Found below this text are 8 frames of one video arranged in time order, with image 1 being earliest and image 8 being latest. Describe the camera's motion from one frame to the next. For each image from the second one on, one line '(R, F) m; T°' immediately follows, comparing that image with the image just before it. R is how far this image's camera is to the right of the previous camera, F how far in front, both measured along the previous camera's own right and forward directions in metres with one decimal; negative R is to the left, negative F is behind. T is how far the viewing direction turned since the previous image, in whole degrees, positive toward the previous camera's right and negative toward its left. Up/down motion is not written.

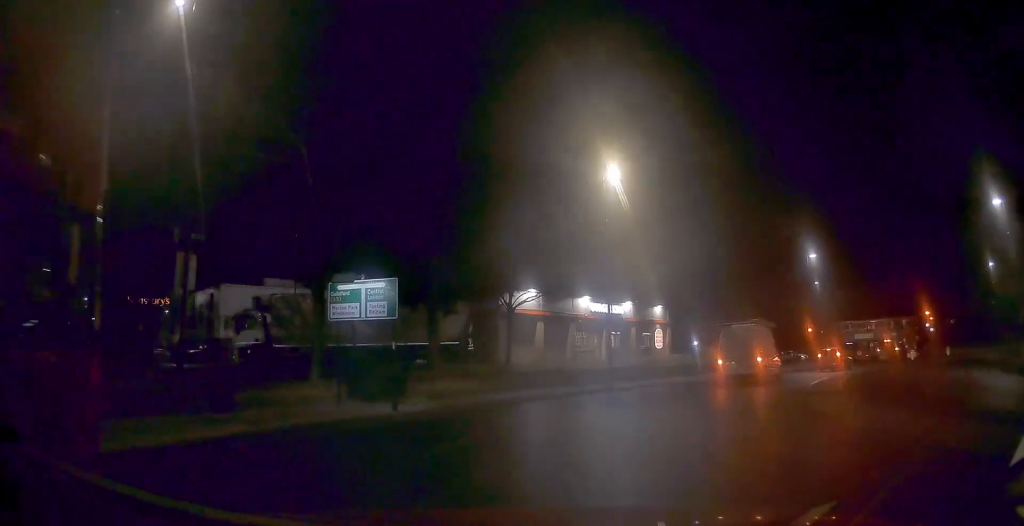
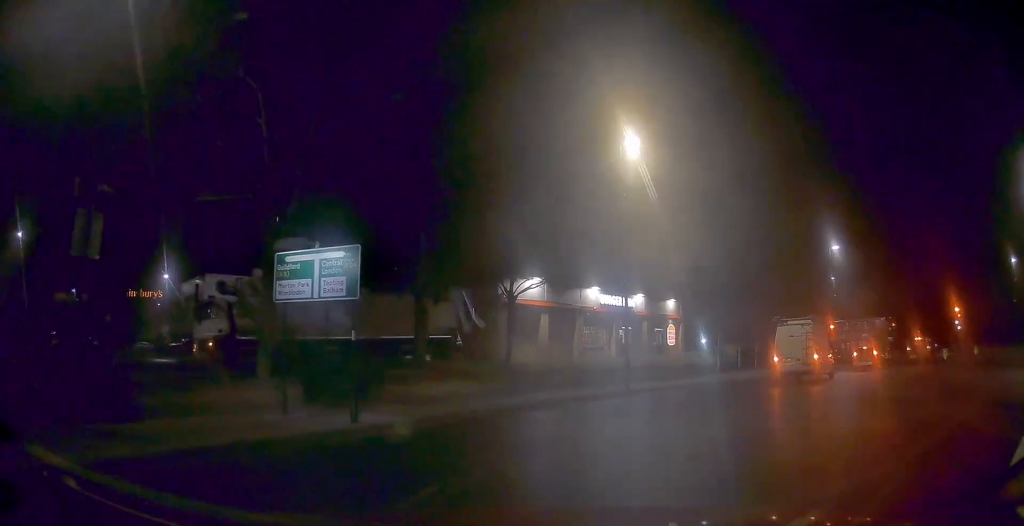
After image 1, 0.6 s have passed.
(-0.1, +3.8) m; -1°
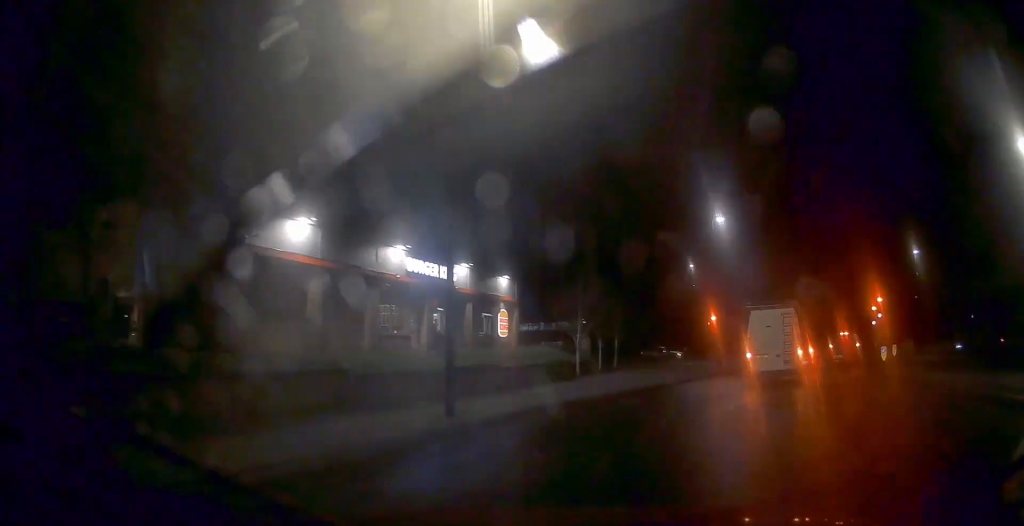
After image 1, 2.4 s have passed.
(+0.6, +13.7) m; +11°
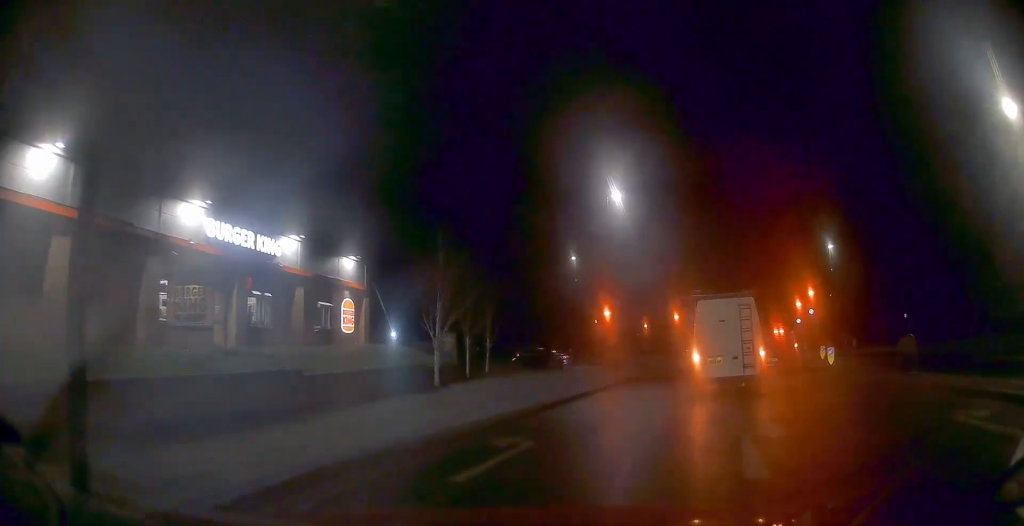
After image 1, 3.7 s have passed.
(+1.0, +8.0) m; +13°
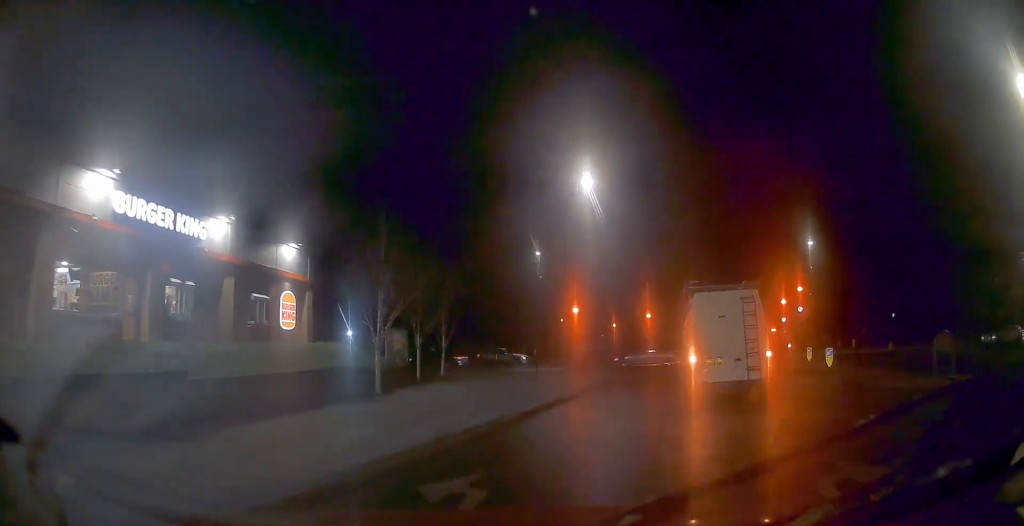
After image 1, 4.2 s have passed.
(+0.1, +3.4) m; +5°
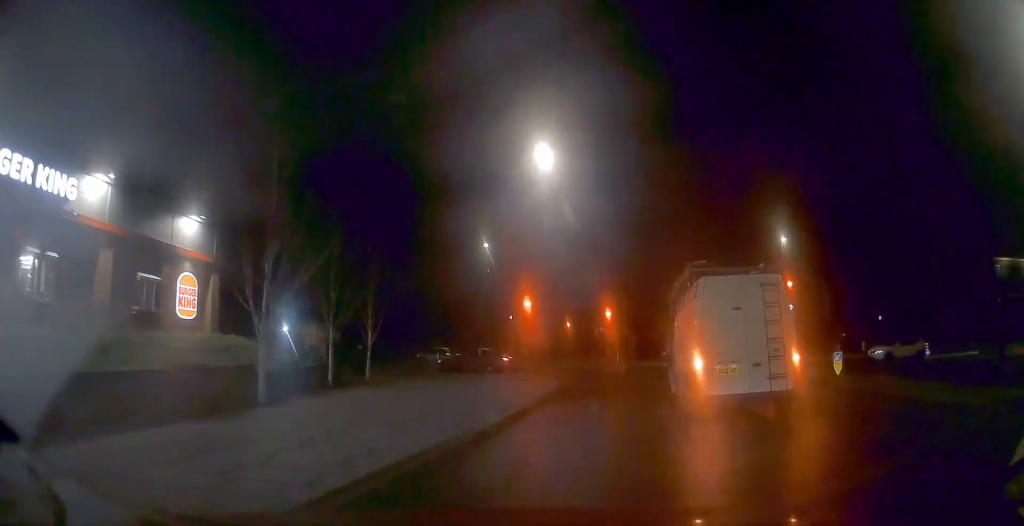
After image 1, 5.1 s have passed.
(+0.3, +4.8) m; +6°
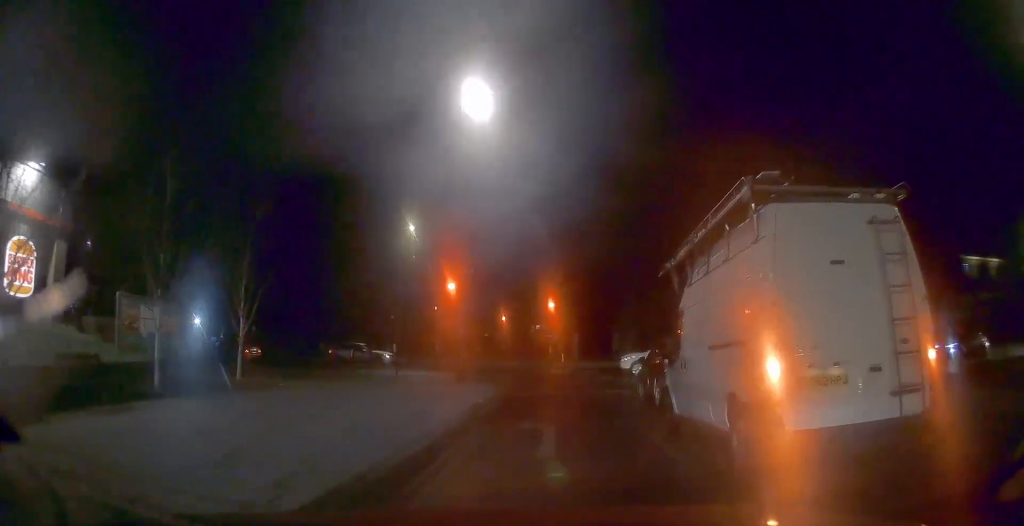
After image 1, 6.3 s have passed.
(+0.4, +6.0) m; +6°
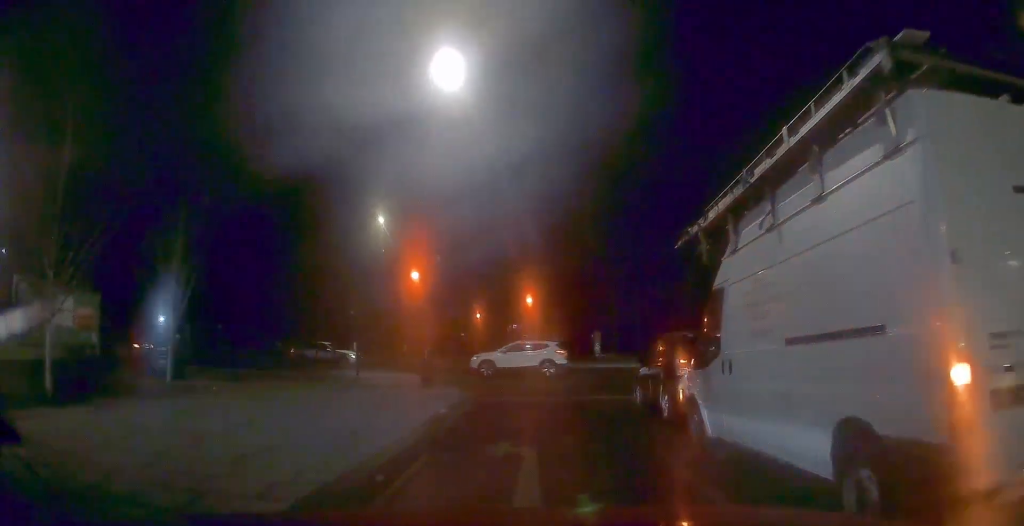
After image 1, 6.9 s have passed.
(+0.1, +2.8) m; +2°
